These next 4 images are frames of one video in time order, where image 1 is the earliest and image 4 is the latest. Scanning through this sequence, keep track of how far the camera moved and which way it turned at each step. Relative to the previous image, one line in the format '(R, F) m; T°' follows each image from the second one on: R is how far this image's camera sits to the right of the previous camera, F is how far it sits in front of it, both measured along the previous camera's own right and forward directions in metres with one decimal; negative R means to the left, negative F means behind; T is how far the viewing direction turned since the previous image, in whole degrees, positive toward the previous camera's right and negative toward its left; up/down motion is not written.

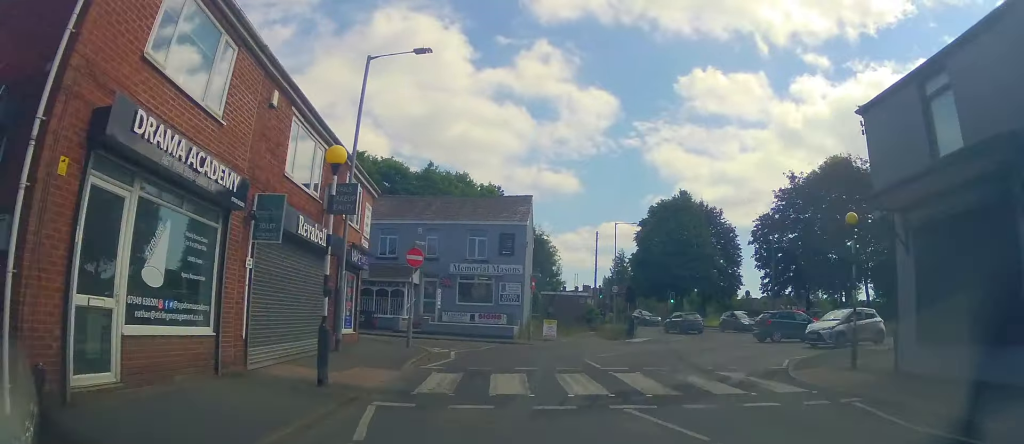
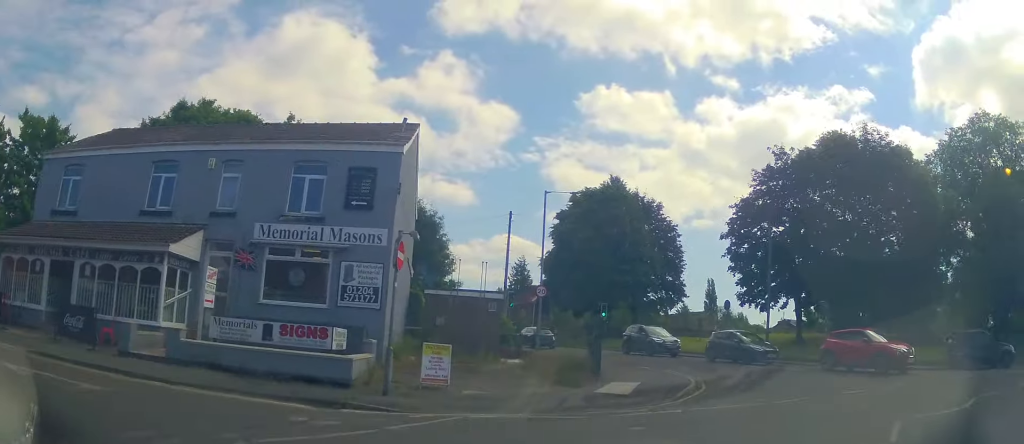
(+0.8, +15.4) m; +14°
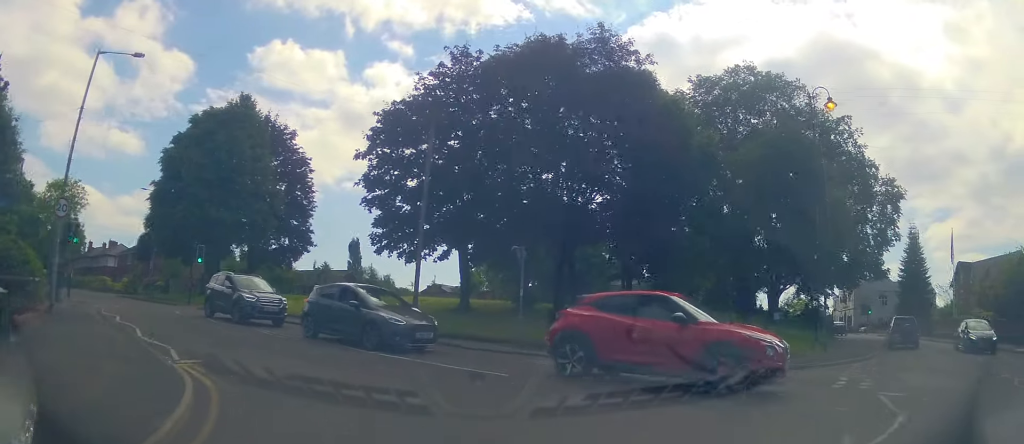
(+4.8, +10.0) m; +33°
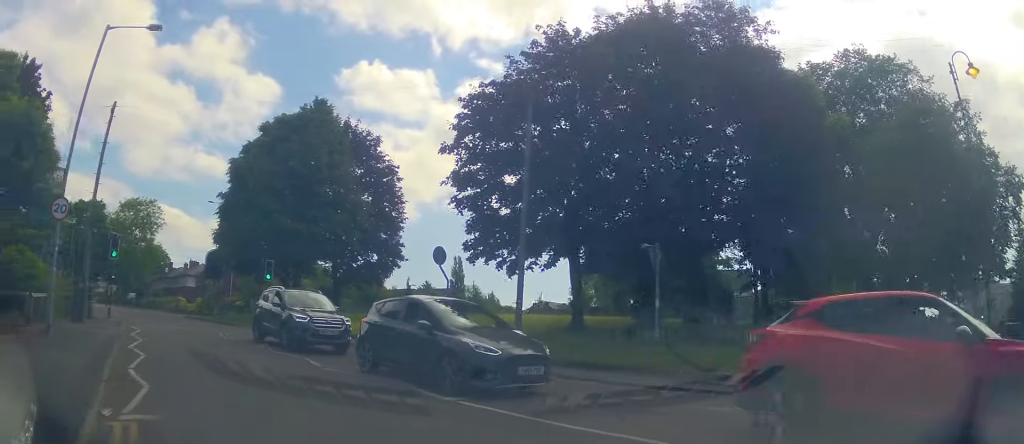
(-0.1, +4.0) m; -9°
